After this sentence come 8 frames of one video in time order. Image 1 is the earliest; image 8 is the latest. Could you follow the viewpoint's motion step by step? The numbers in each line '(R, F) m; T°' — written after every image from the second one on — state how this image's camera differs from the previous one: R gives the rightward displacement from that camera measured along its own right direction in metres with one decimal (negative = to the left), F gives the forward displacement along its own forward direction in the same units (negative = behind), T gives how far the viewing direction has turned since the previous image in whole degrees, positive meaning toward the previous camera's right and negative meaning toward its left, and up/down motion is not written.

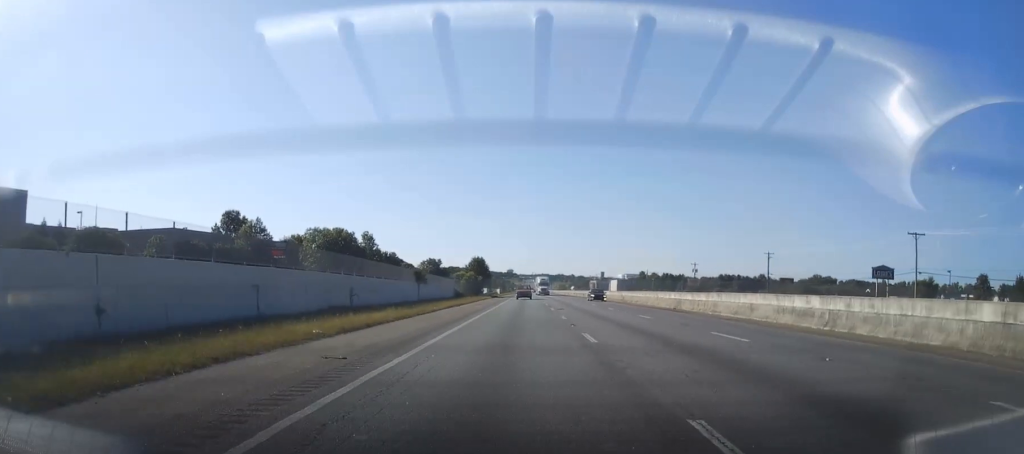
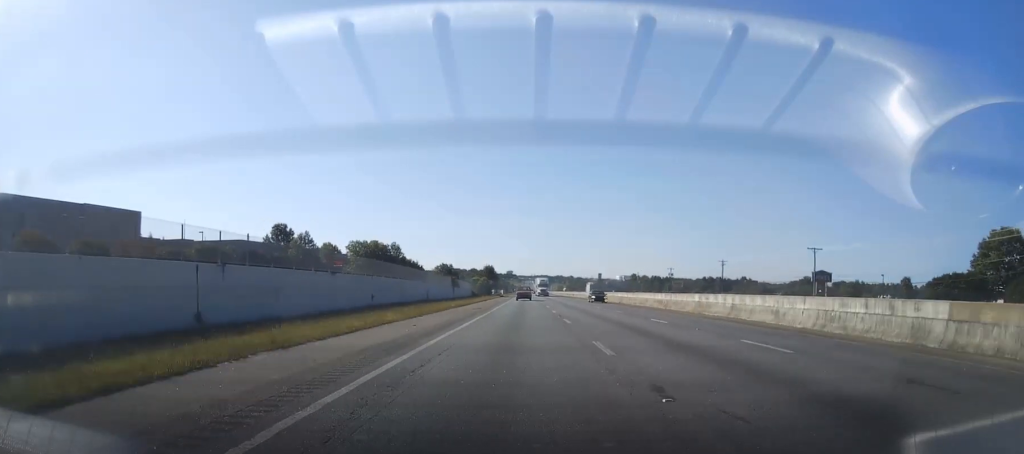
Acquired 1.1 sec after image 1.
(-0.3, +33.5) m; 0°
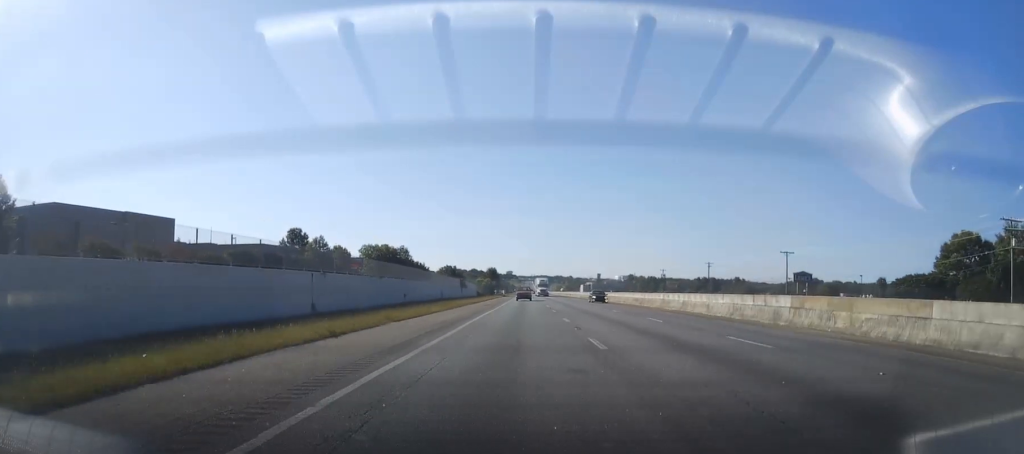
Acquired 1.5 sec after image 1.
(-0.1, +13.2) m; +1°
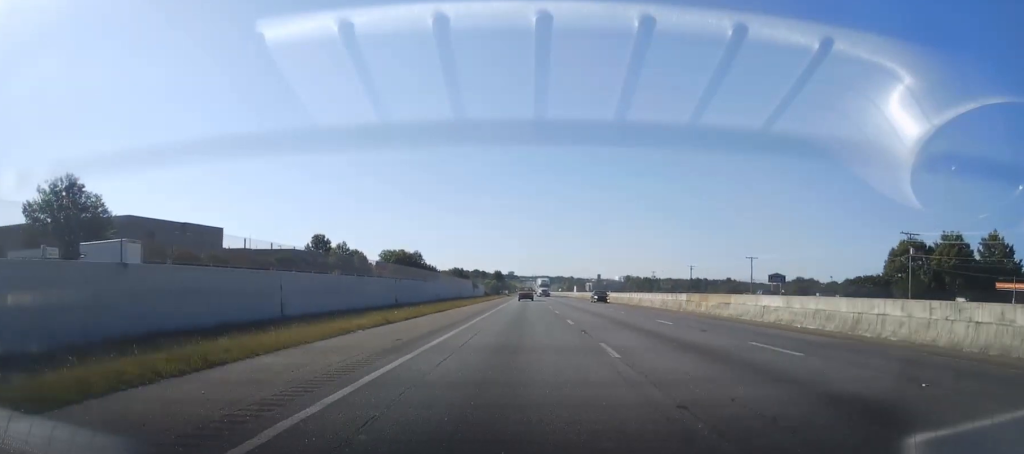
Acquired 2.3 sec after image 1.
(+0.5, +22.2) m; +1°
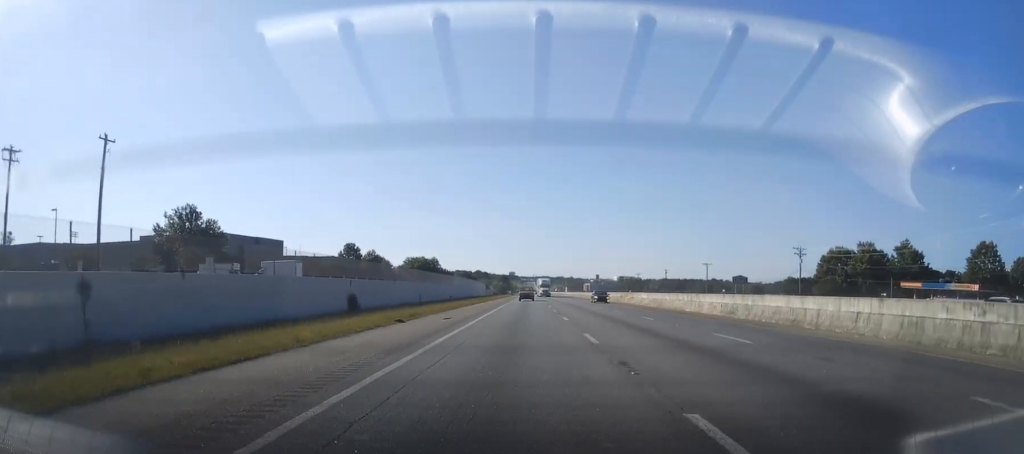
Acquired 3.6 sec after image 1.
(-0.1, +40.3) m; -1°
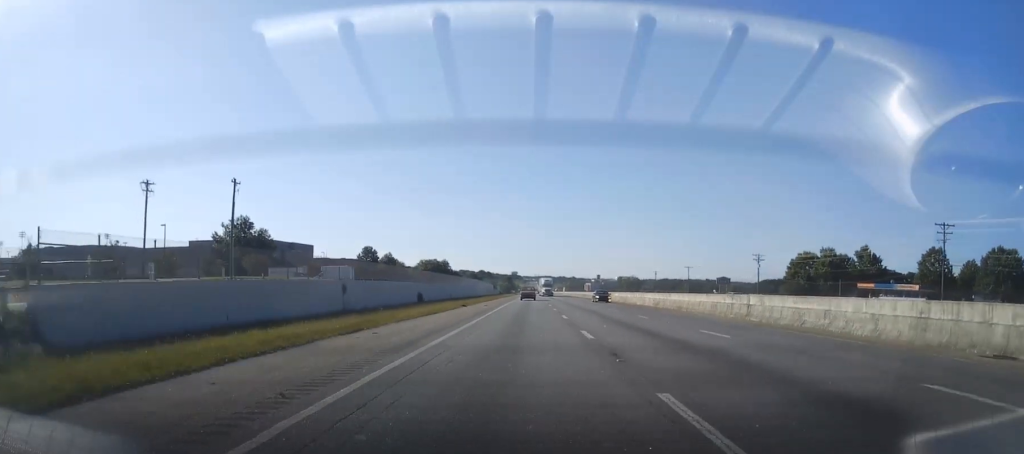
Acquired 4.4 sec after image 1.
(-0.5, +25.2) m; 0°
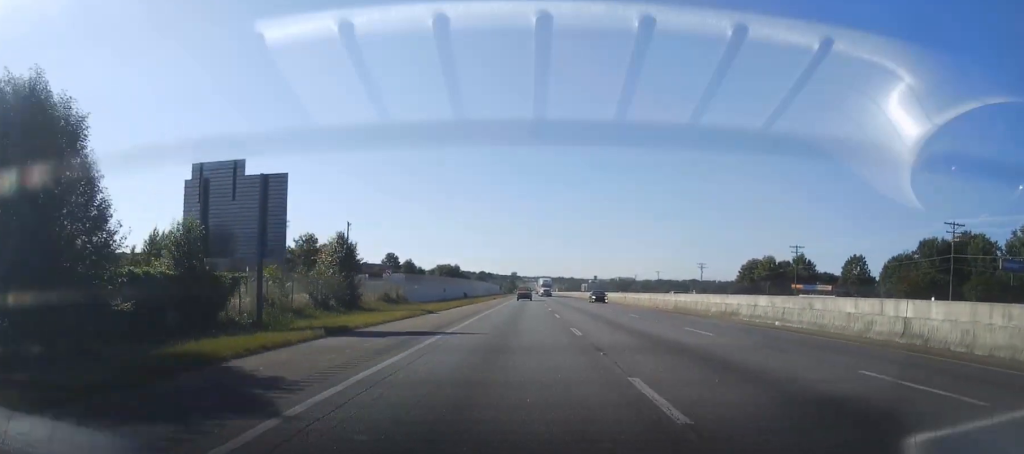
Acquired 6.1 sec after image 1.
(+0.2, +50.5) m; 0°
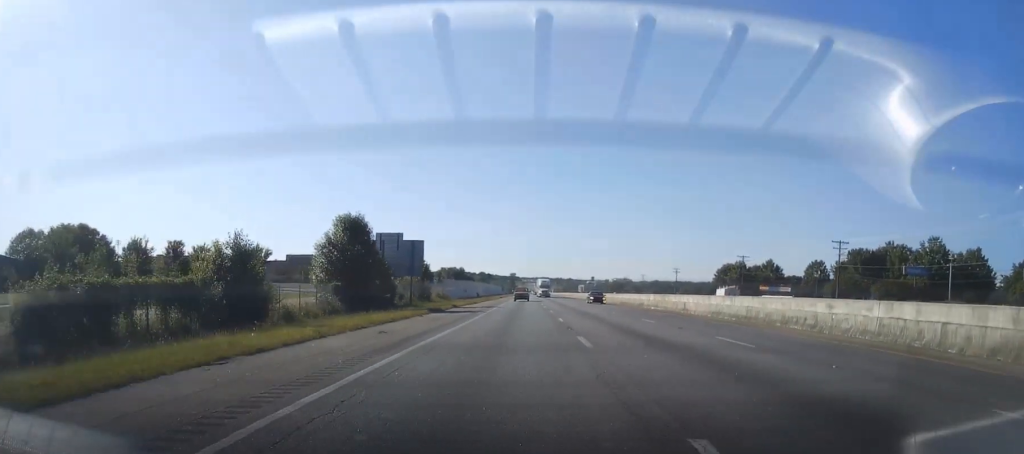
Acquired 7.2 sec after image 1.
(+0.3, +32.3) m; 0°
